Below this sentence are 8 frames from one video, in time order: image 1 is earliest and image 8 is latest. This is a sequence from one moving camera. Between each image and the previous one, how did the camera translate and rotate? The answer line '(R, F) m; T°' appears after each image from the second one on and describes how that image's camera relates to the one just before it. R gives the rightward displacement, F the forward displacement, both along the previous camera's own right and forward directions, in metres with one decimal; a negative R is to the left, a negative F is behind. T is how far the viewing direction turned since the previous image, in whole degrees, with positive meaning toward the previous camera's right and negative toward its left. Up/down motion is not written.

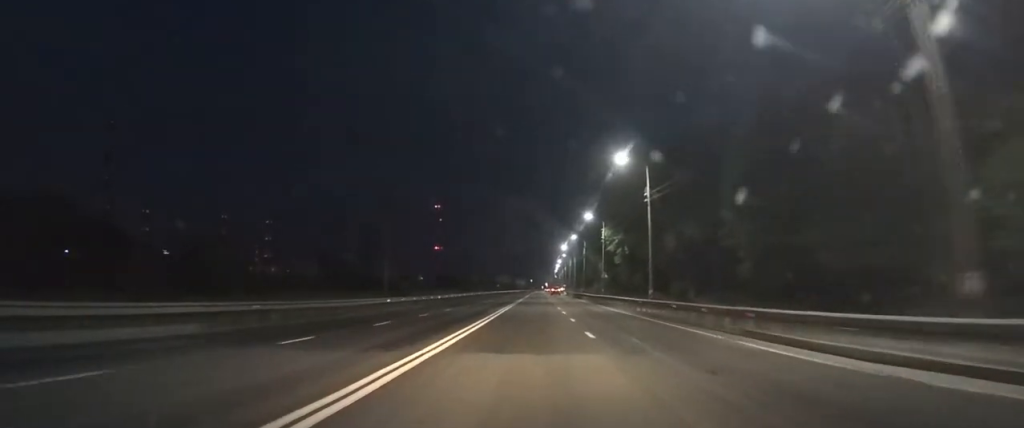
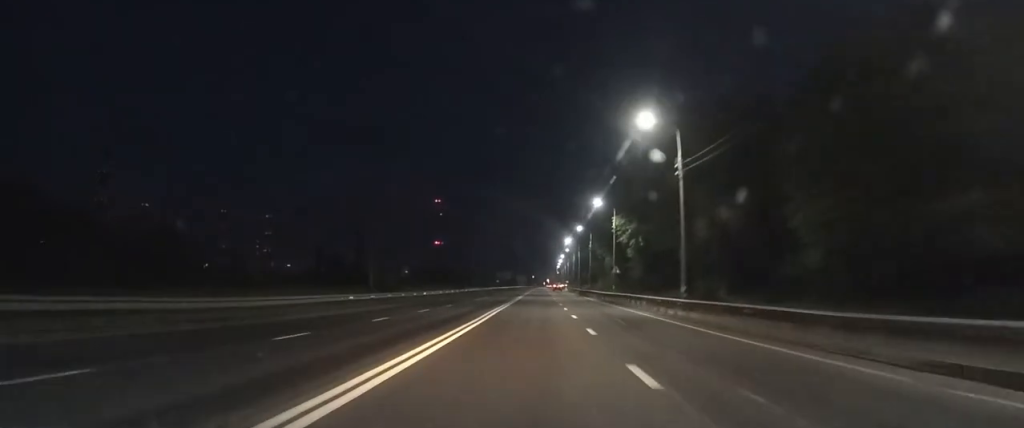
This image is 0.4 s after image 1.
(0.0, +7.8) m; 0°
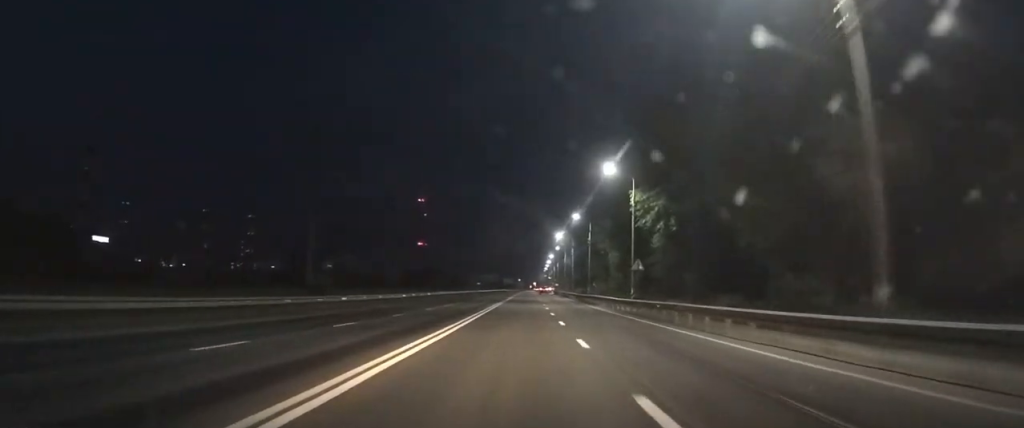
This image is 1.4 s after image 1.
(+0.1, +16.2) m; +1°
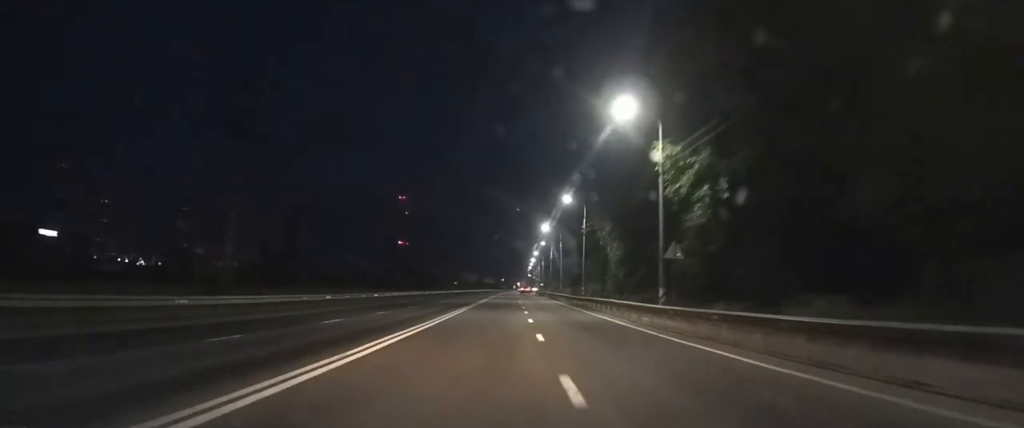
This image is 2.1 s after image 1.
(+0.1, +11.9) m; +1°
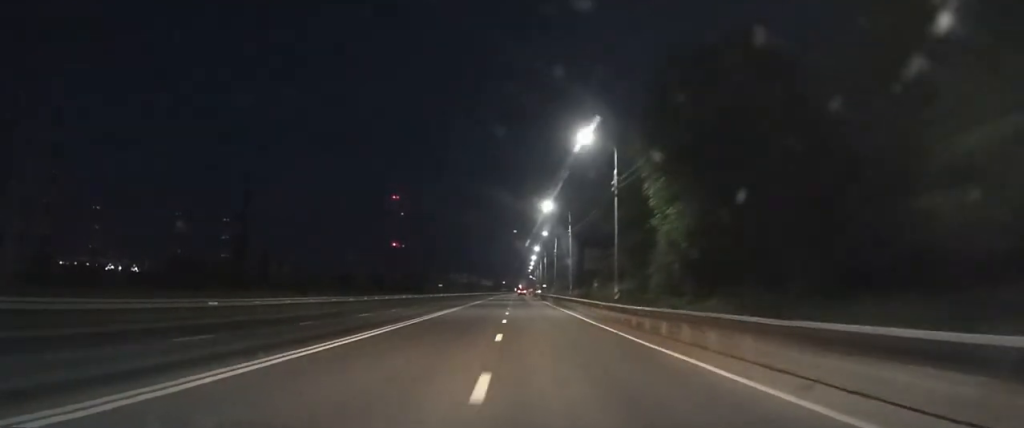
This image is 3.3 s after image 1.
(+0.2, +20.3) m; +1°
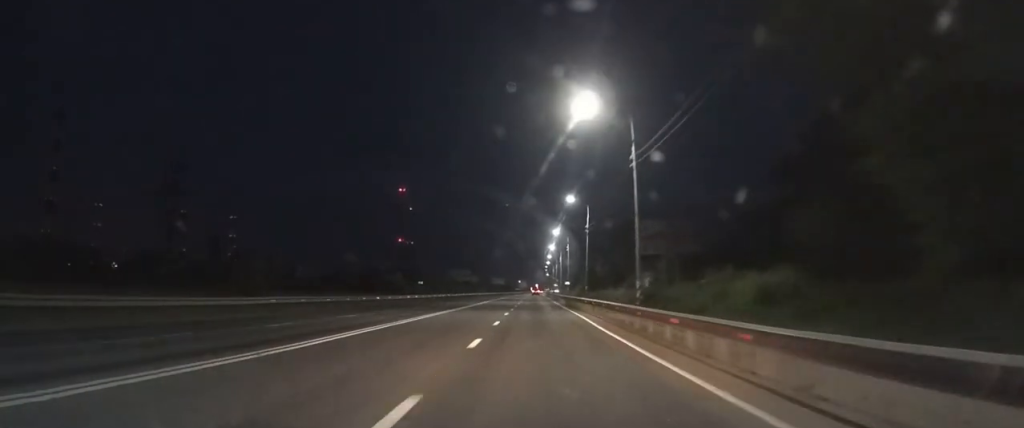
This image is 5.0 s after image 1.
(-0.1, +32.0) m; -1°
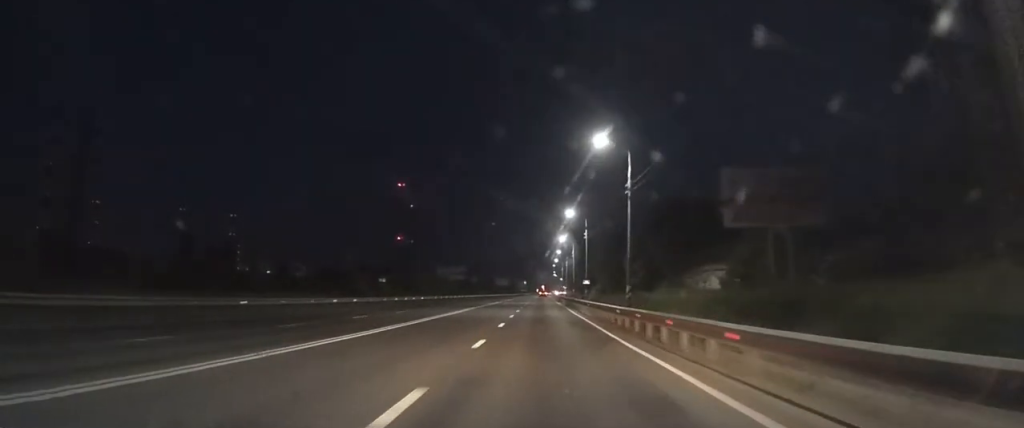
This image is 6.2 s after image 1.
(0.0, +23.4) m; 0°
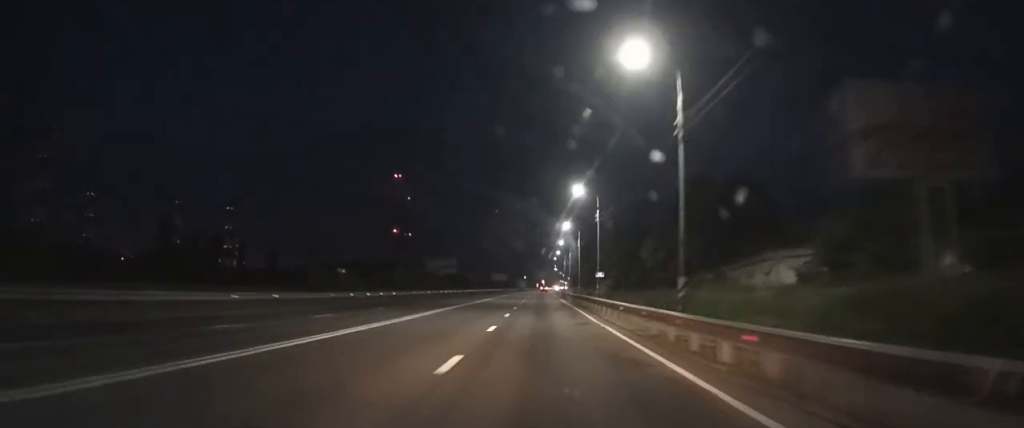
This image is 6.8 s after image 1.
(0.0, +12.9) m; 0°
